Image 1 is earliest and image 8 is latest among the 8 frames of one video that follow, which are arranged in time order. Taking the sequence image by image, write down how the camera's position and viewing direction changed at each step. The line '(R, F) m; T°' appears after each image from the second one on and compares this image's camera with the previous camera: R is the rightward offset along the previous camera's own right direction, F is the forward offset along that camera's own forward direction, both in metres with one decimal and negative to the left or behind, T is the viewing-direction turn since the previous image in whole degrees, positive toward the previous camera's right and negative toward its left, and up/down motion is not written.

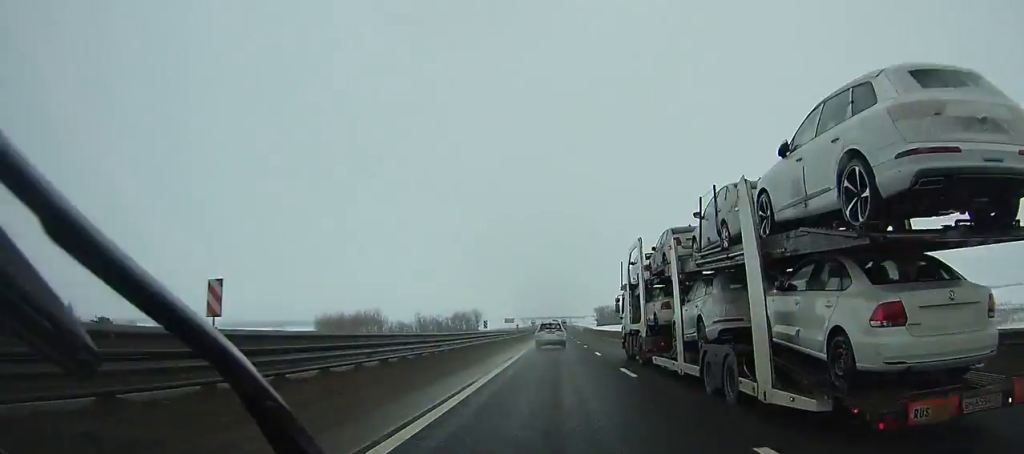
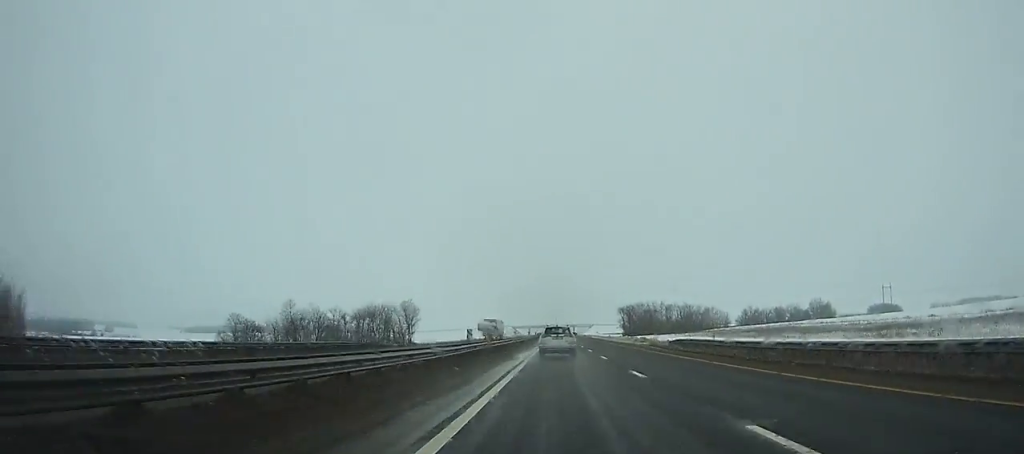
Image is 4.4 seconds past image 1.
(+0.3, +128.7) m; +1°
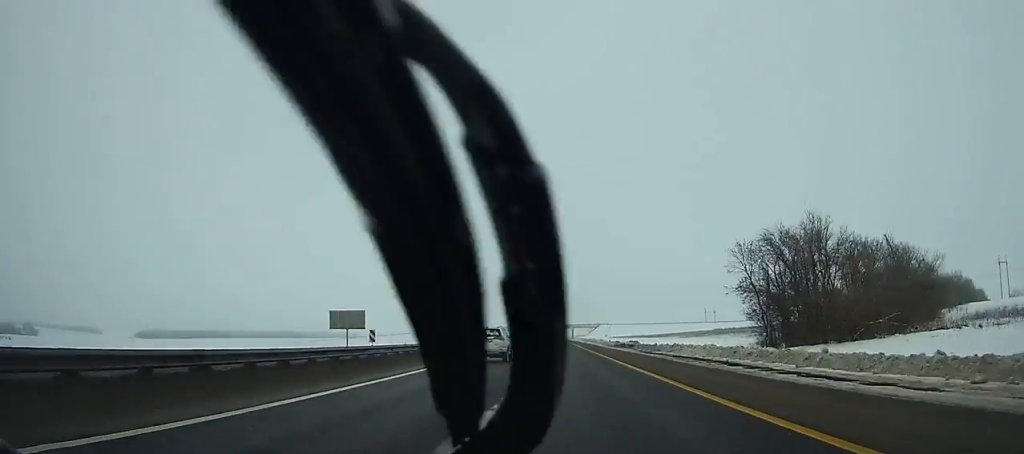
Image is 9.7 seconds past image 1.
(+1.5, +149.5) m; 0°
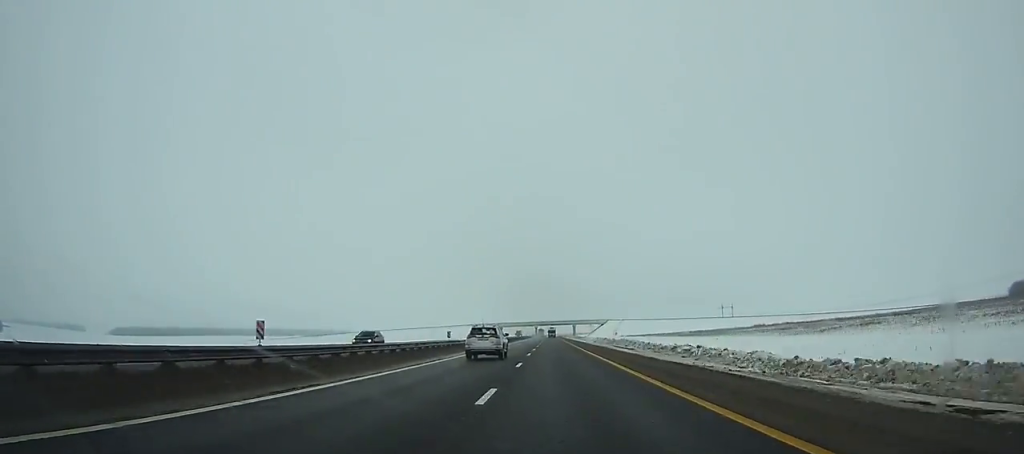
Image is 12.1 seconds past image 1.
(-0.4, +66.6) m; 0°
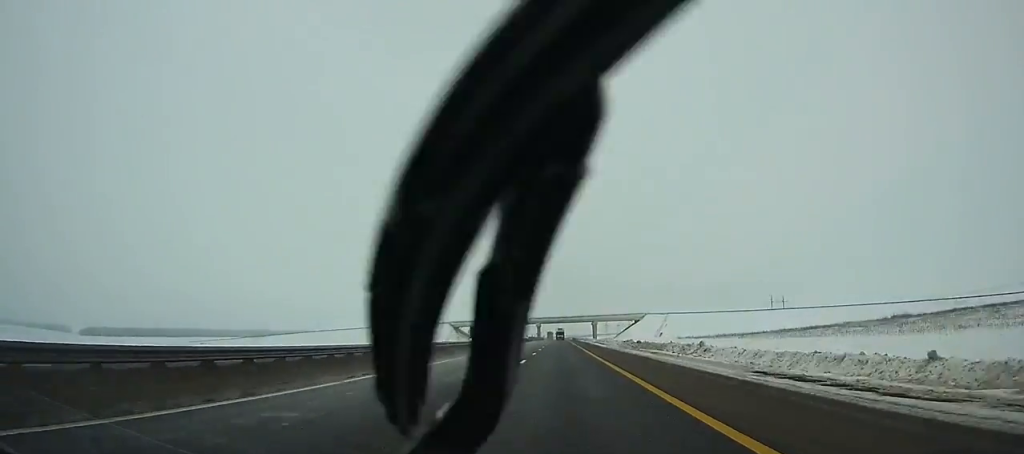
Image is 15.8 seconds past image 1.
(-0.5, +102.4) m; 0°
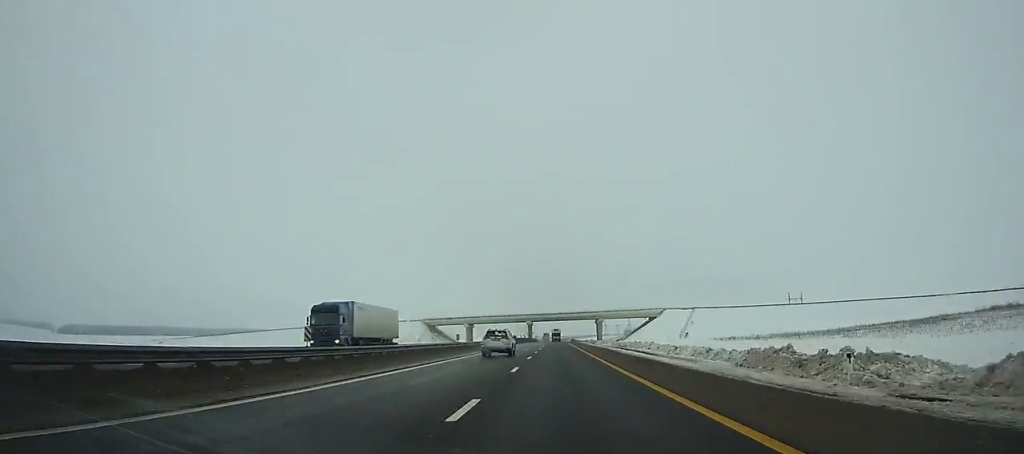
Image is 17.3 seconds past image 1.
(0.0, +41.7) m; 0°
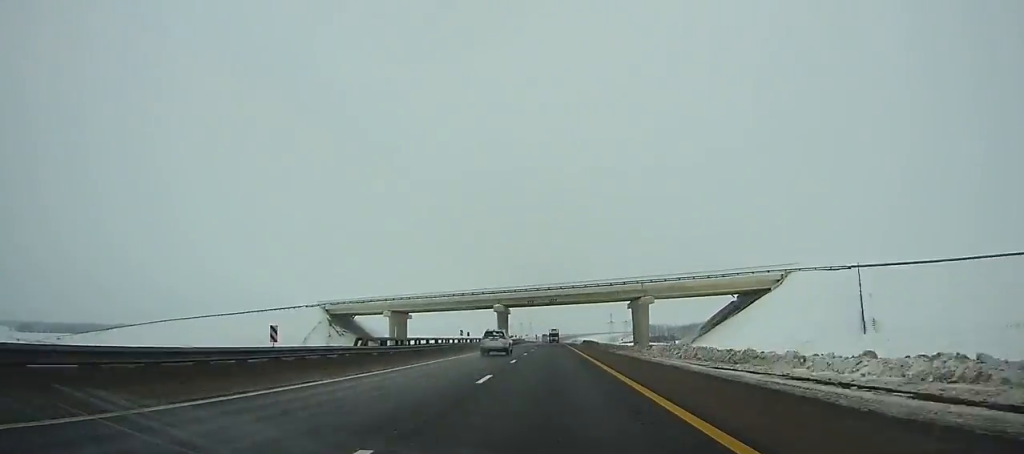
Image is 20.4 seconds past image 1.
(+0.1, +86.9) m; 0°
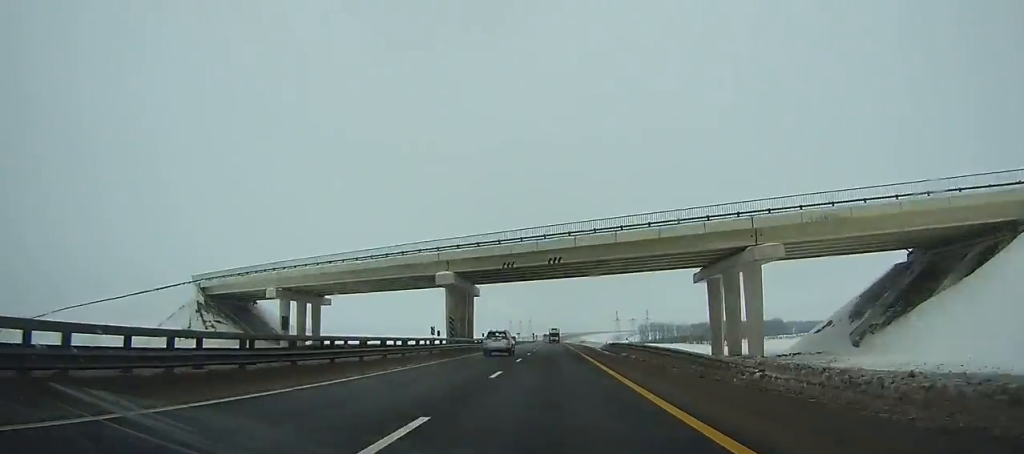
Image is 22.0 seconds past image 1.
(0.0, +45.2) m; 0°
